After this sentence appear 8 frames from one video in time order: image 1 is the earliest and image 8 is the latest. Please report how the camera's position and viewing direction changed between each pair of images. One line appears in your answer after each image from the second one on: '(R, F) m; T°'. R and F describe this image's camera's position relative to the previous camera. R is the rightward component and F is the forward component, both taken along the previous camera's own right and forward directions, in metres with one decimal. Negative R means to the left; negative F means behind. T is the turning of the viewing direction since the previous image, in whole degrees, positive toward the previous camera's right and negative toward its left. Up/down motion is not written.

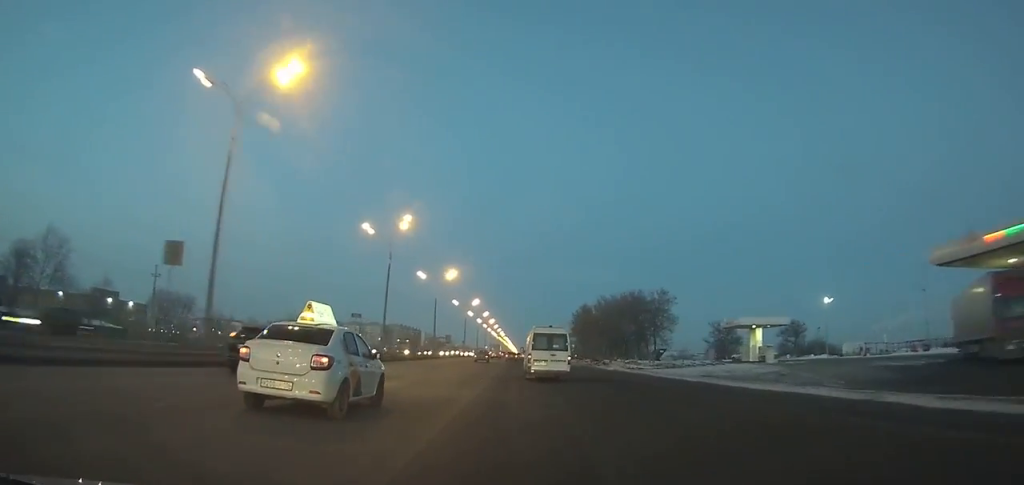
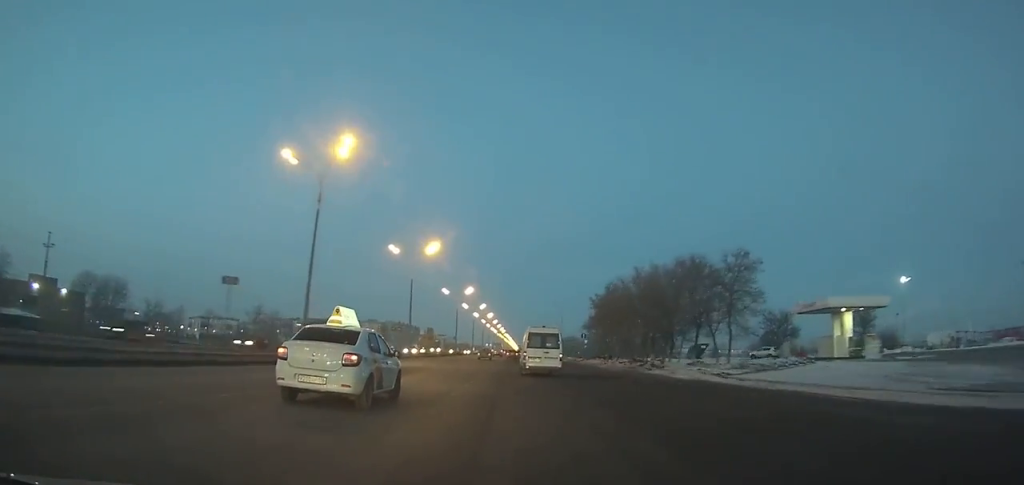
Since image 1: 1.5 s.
(0.0, +21.9) m; 0°
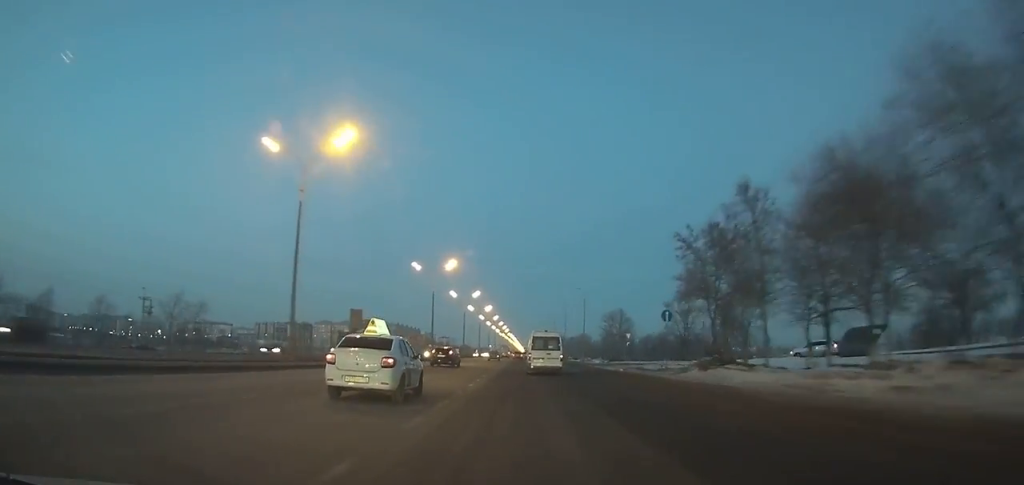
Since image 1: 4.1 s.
(-0.1, +38.8) m; 0°
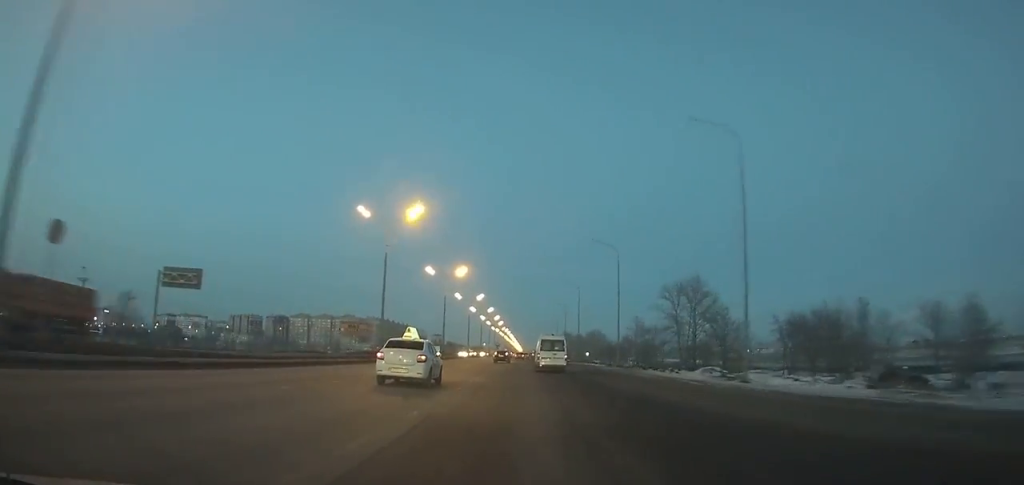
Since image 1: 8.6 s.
(-0.2, +69.5) m; 0°
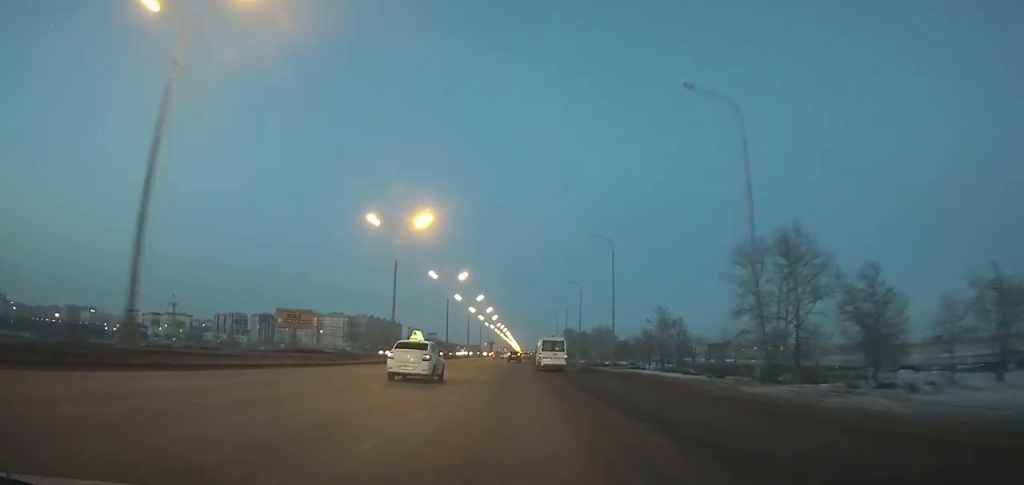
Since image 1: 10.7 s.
(0.0, +33.8) m; 0°
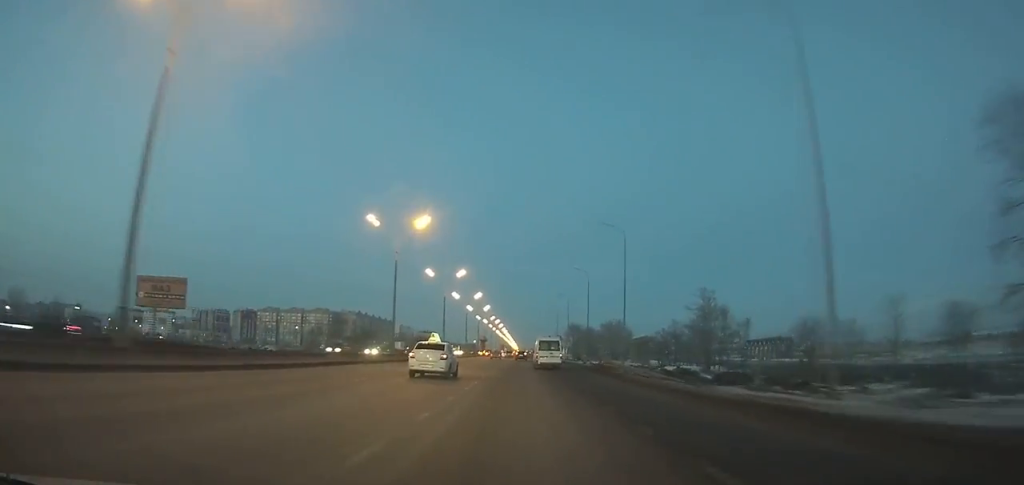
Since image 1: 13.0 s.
(0.0, +37.9) m; 0°
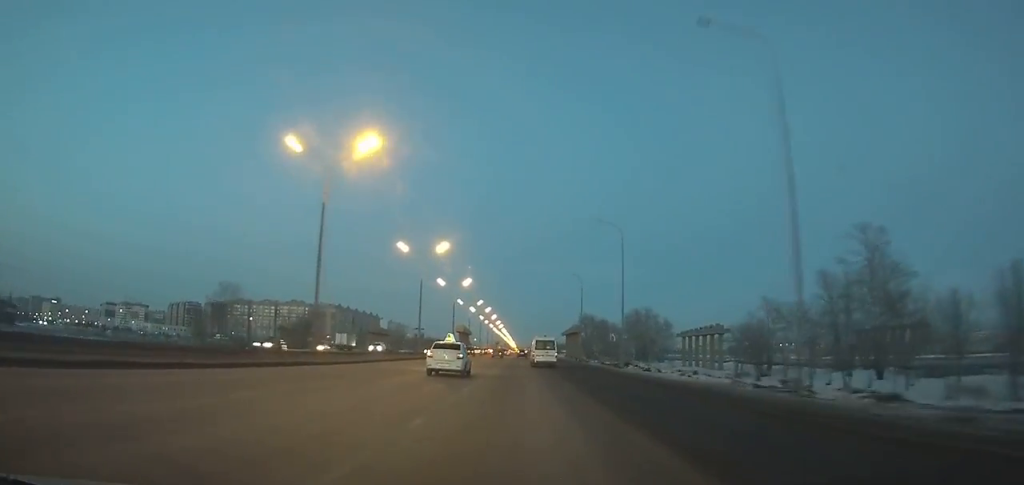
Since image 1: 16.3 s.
(0.0, +55.6) m; 0°
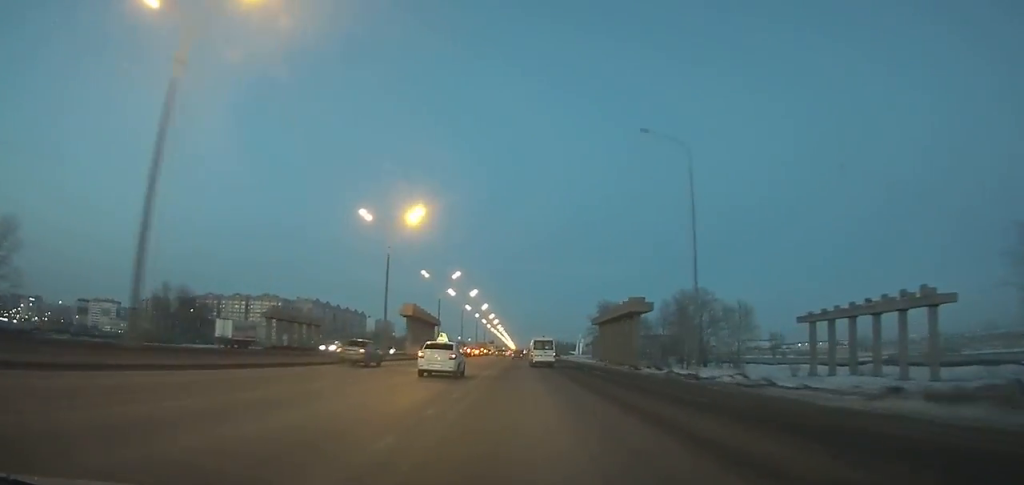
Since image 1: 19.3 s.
(+0.1, +51.3) m; 0°
